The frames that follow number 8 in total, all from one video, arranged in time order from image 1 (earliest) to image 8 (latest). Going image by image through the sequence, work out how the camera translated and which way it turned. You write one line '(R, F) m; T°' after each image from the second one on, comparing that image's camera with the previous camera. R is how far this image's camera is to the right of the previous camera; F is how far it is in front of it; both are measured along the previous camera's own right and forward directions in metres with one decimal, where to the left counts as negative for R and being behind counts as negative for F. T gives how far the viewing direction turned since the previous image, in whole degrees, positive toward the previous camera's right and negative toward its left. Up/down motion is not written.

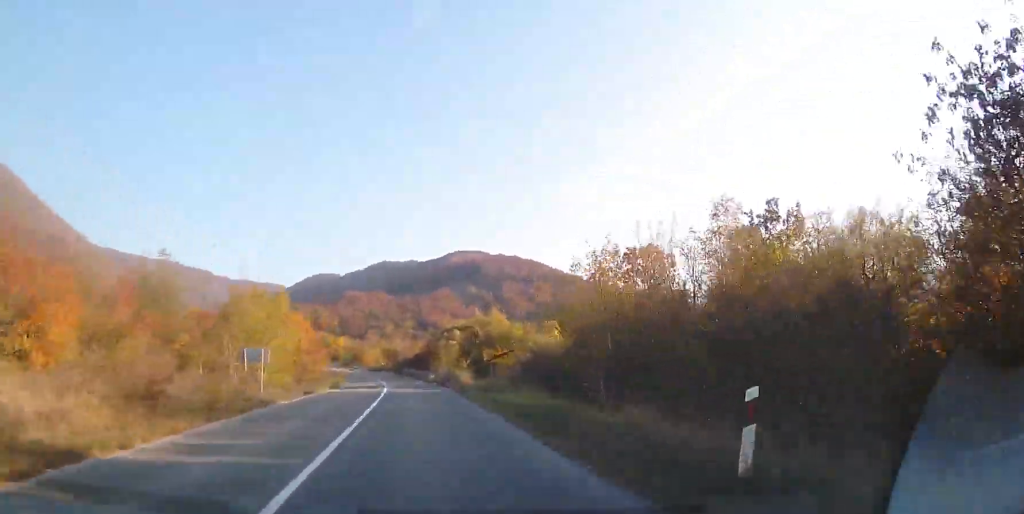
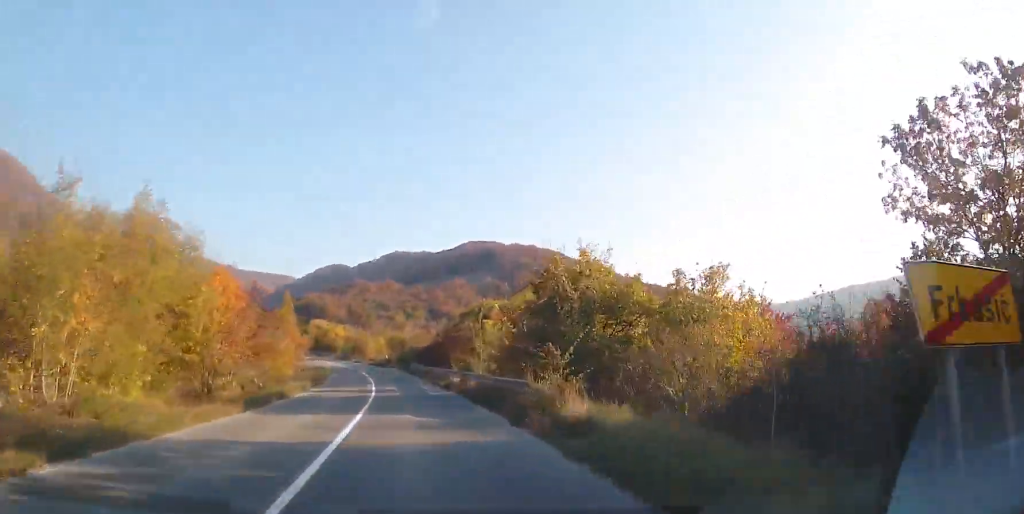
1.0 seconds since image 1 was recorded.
(-0.2, +20.7) m; -2°
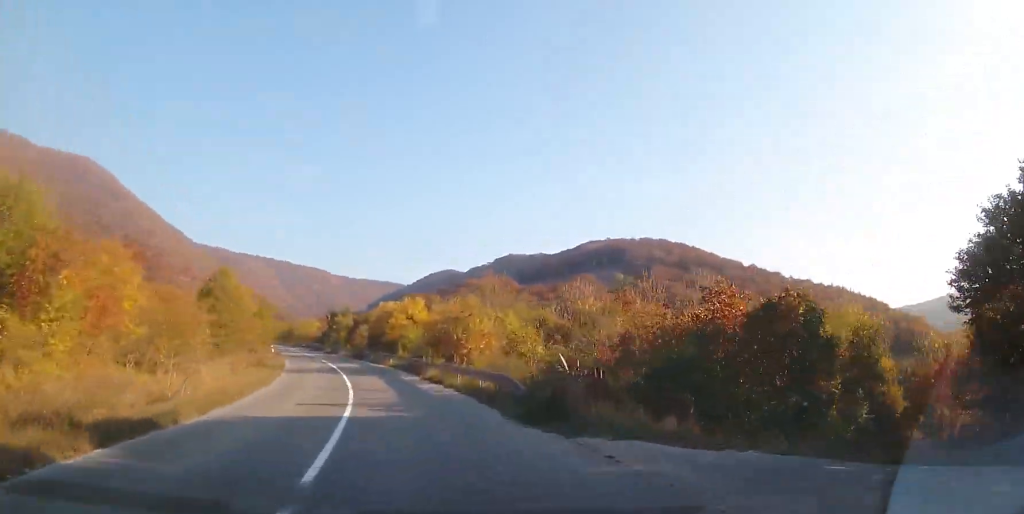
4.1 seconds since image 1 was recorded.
(-5.5, +61.0) m; -12°
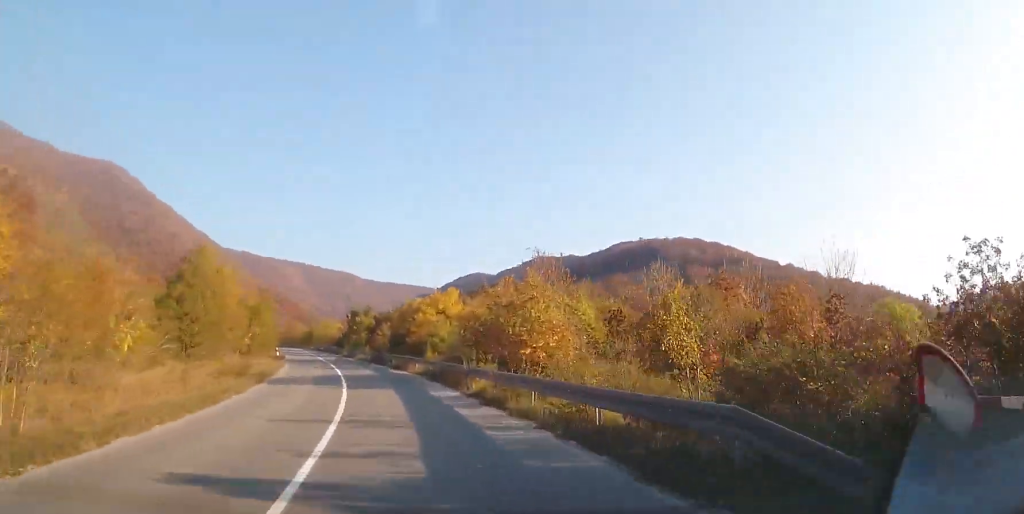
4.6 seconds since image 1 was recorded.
(-0.2, +10.8) m; -2°
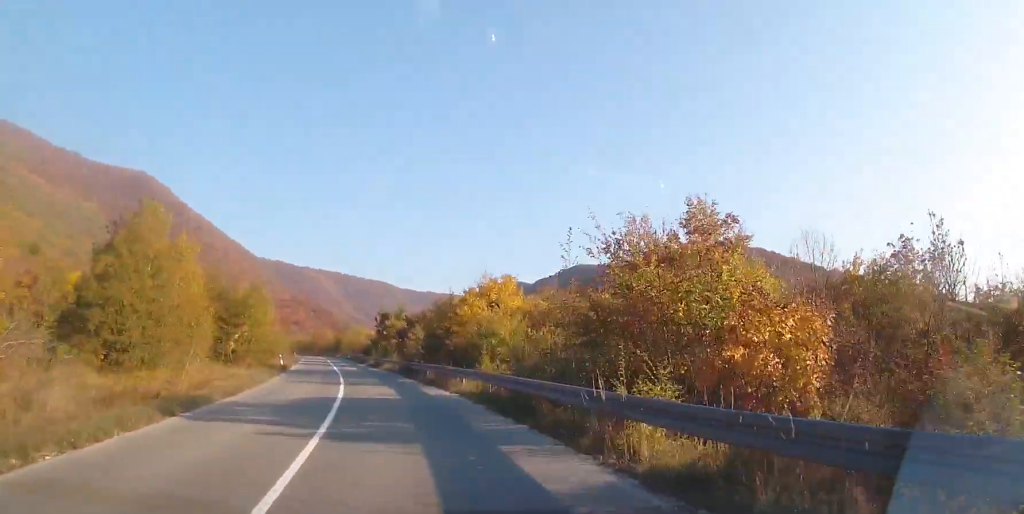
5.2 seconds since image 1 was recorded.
(-0.2, +12.1) m; -2°
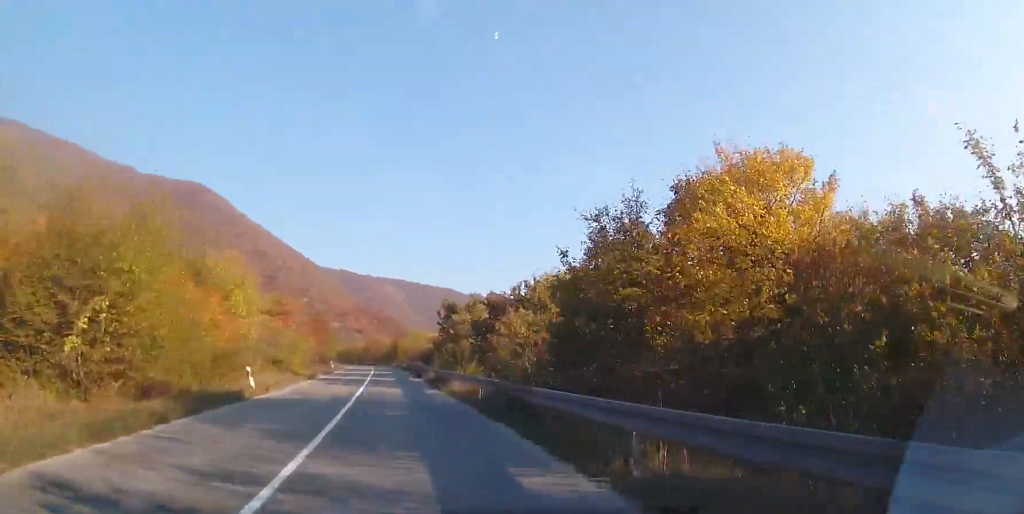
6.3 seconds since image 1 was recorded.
(-0.8, +22.3) m; -5°
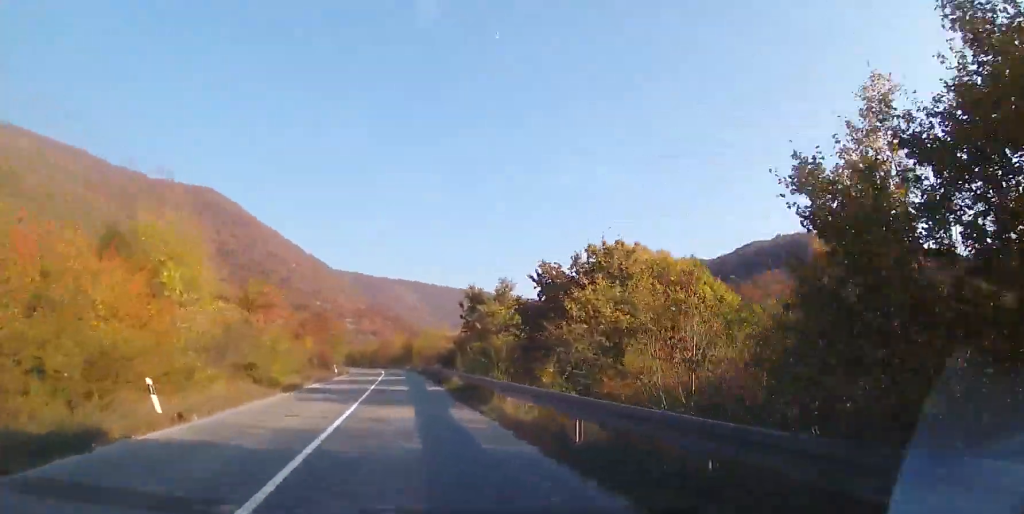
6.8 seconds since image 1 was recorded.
(-0.2, +10.1) m; -2°
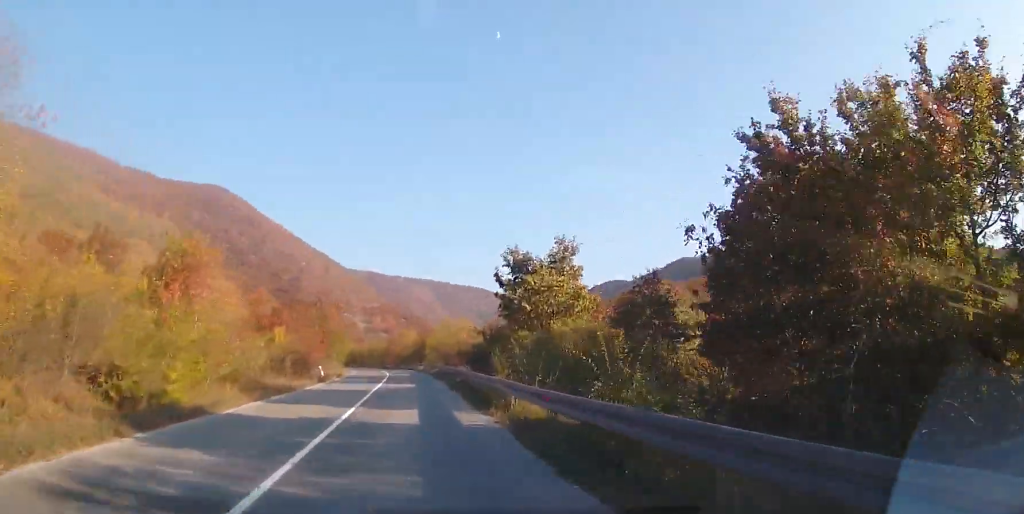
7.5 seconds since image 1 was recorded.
(-0.4, +14.9) m; -3°
